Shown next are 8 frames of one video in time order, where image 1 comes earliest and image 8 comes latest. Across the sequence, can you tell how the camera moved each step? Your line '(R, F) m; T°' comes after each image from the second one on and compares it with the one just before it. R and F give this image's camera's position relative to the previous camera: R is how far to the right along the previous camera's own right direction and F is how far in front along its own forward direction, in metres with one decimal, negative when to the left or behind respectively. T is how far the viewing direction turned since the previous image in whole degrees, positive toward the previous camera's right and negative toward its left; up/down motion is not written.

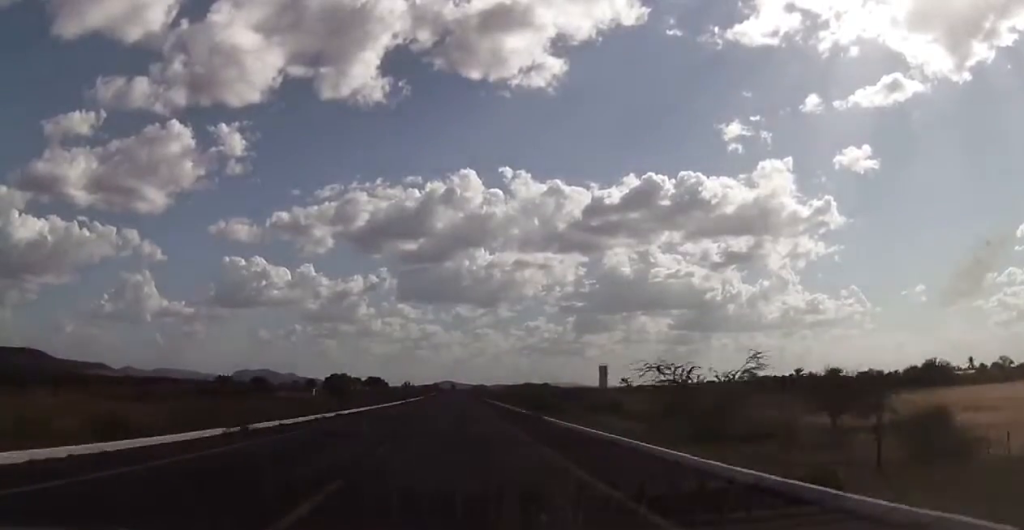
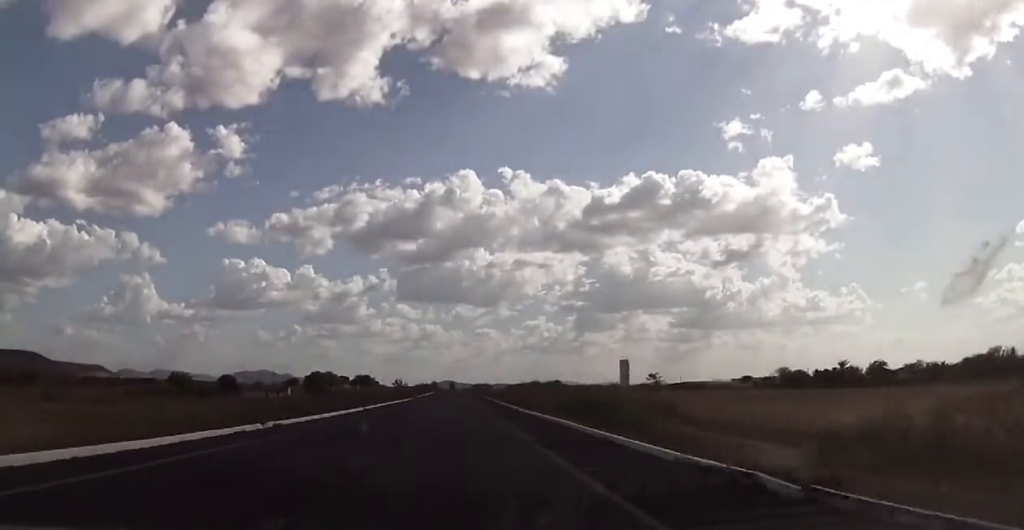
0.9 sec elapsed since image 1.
(-0.1, +34.3) m; 0°
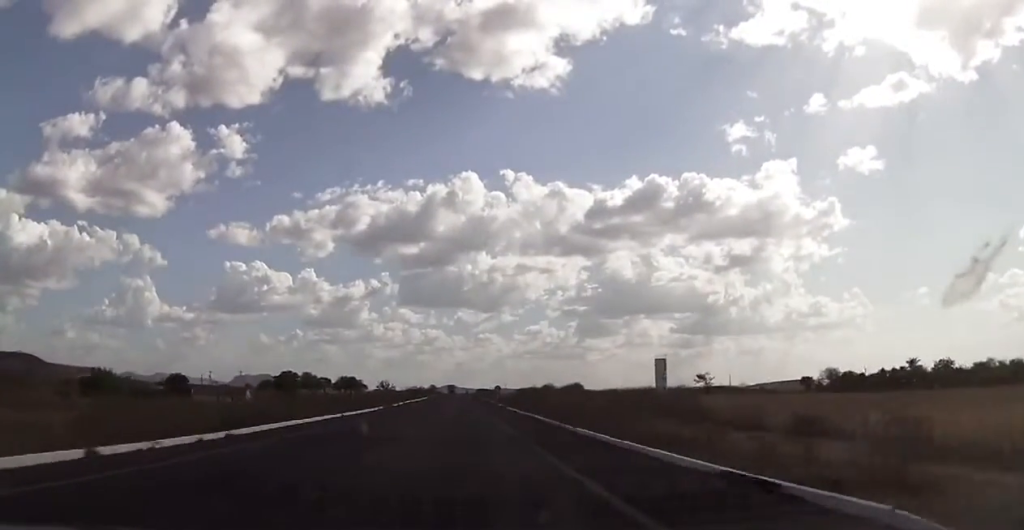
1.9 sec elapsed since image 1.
(+0.1, +40.7) m; 0°
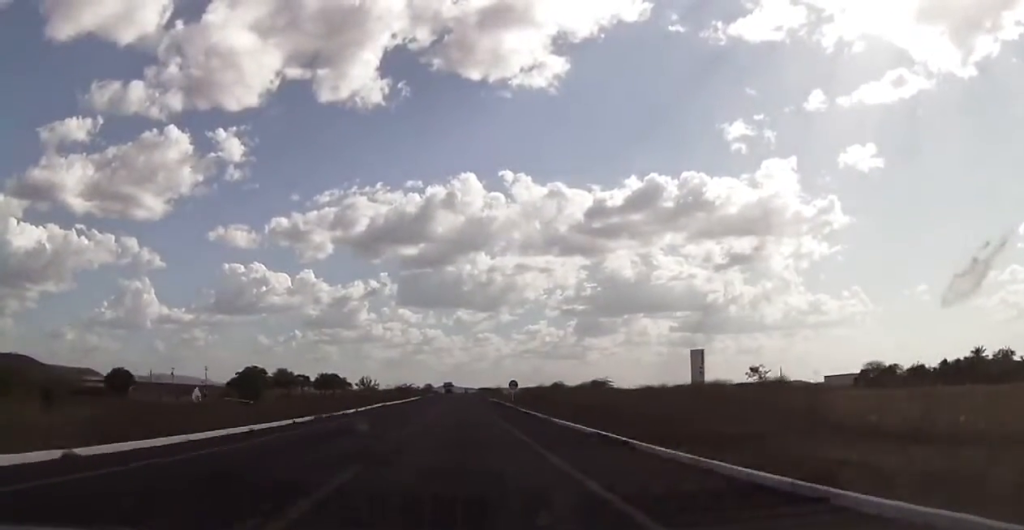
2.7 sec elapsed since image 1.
(+0.2, +31.3) m; 0°
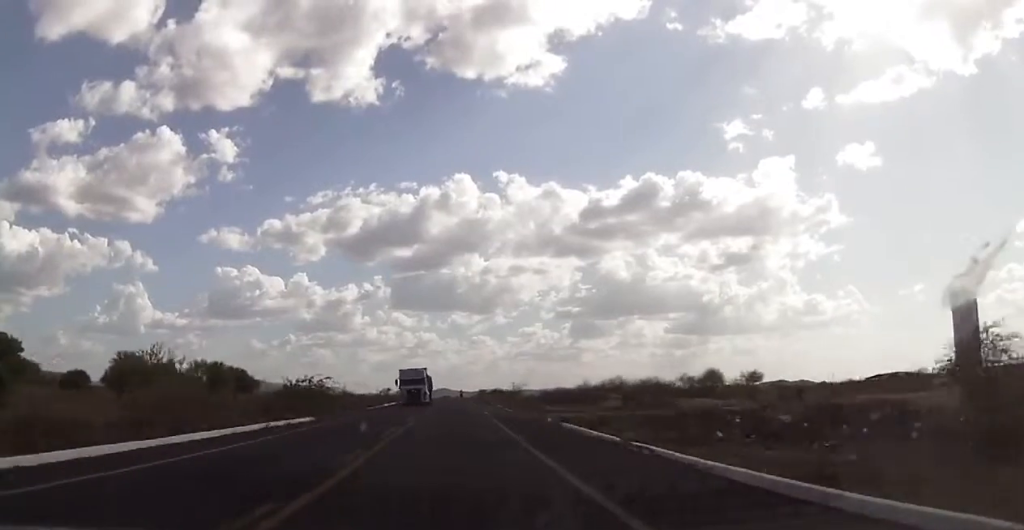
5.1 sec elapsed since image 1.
(-0.8, +93.8) m; -1°
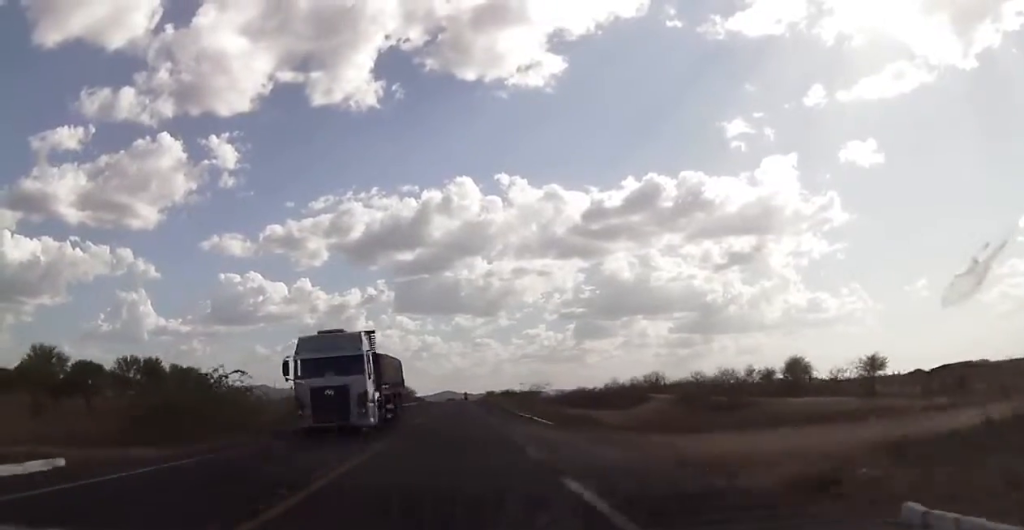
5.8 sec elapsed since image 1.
(0.0, +25.1) m; 0°
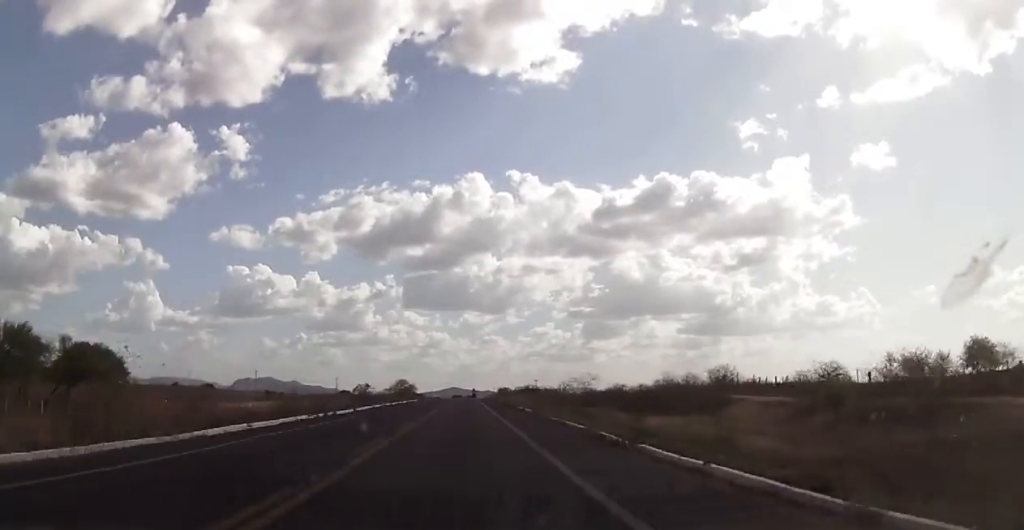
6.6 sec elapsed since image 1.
(0.0, +29.6) m; 0°
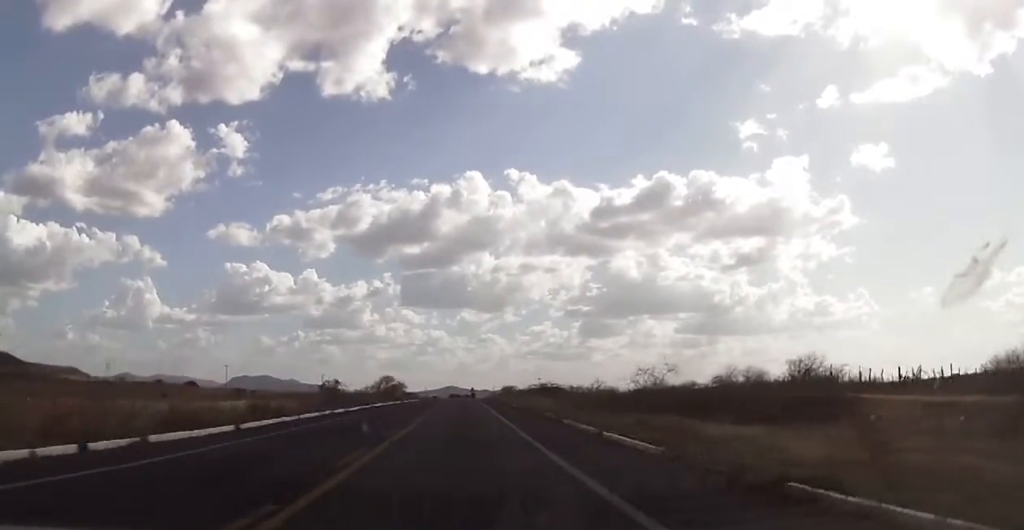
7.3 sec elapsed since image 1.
(+0.1, +25.4) m; 0°
